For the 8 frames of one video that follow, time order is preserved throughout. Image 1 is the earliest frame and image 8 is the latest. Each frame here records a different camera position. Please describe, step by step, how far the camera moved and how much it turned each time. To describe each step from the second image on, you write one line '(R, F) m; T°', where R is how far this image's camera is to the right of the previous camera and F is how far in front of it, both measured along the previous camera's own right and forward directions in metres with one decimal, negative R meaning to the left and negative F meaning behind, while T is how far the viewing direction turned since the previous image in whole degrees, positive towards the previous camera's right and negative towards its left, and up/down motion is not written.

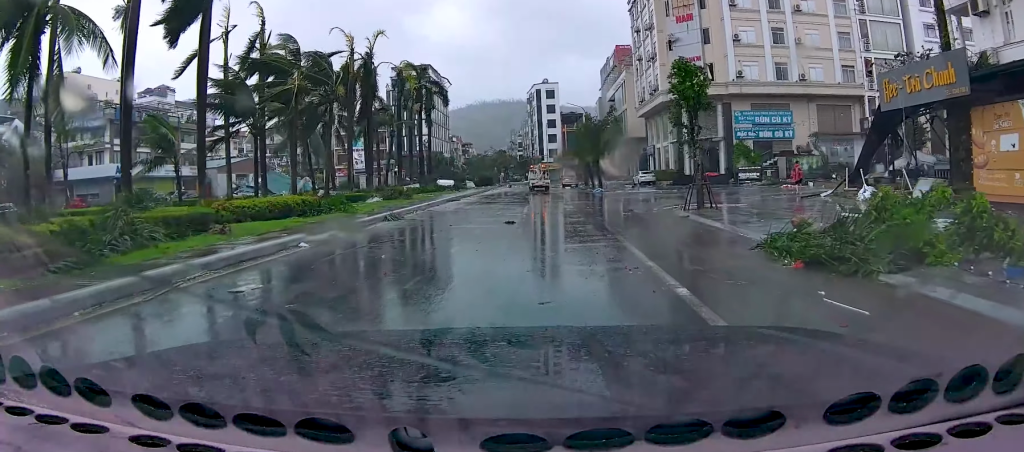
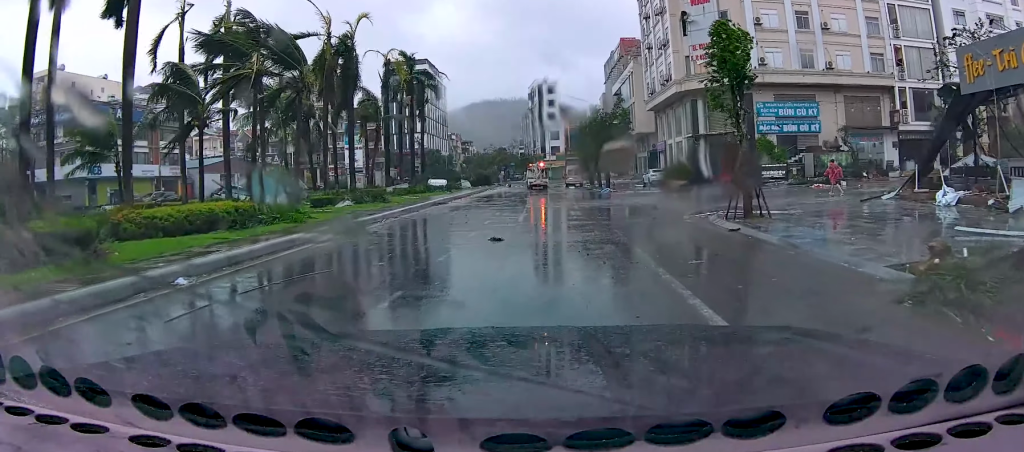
(-0.3, +5.1) m; +2°
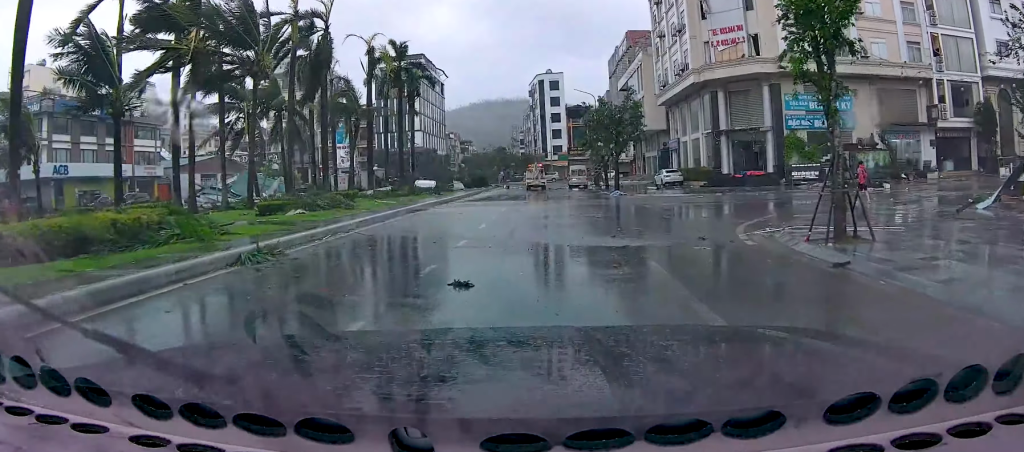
(+0.6, +6.1) m; +6°
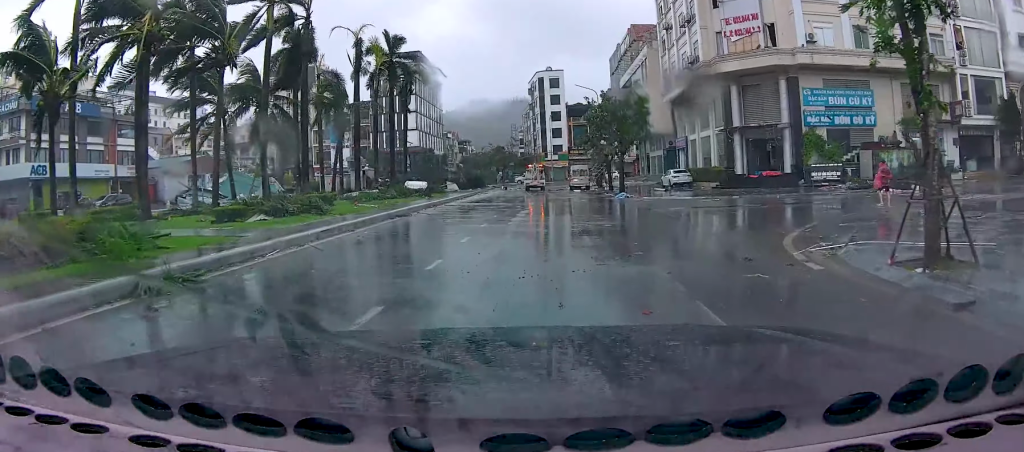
(-0.1, +3.5) m; +1°
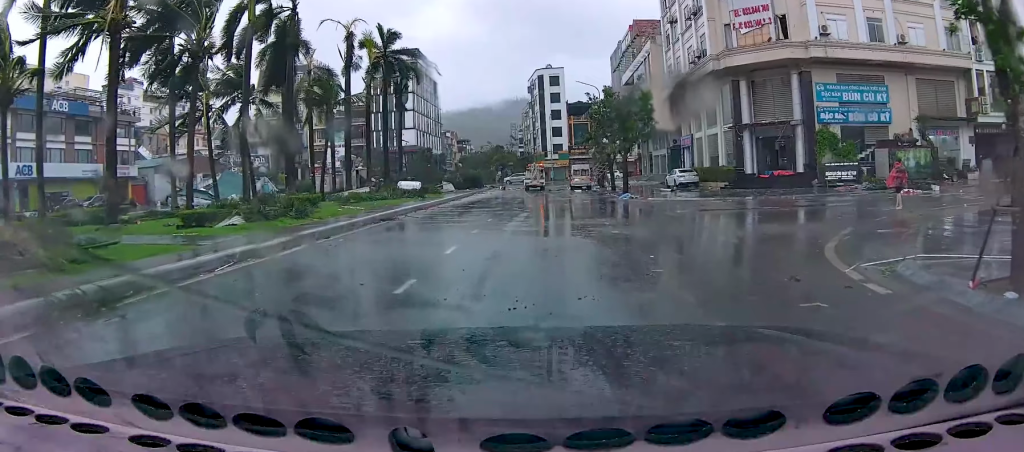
(0.0, +2.2) m; 0°
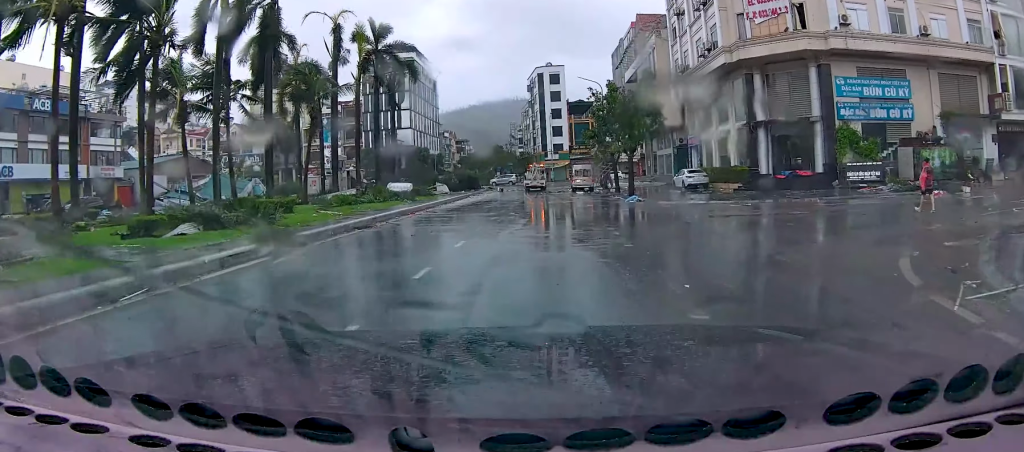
(+0.2, +3.0) m; -2°
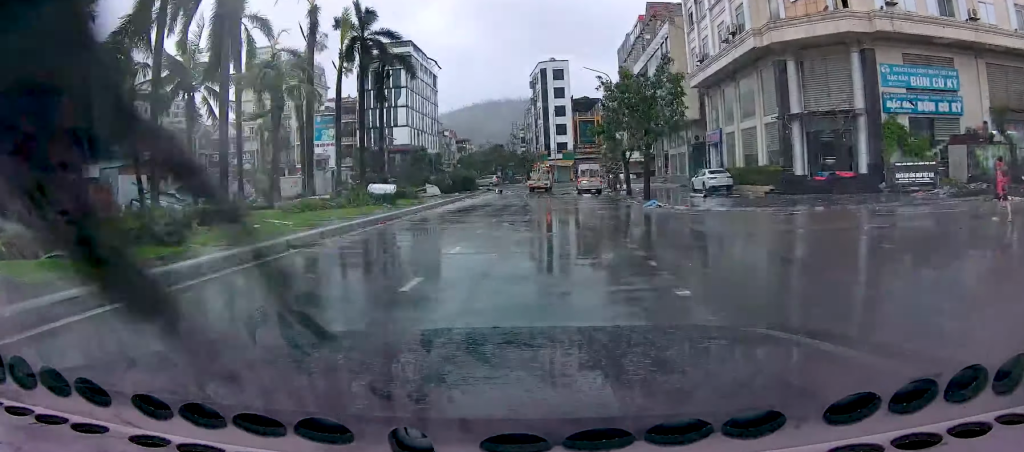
(-0.5, +5.0) m; -5°
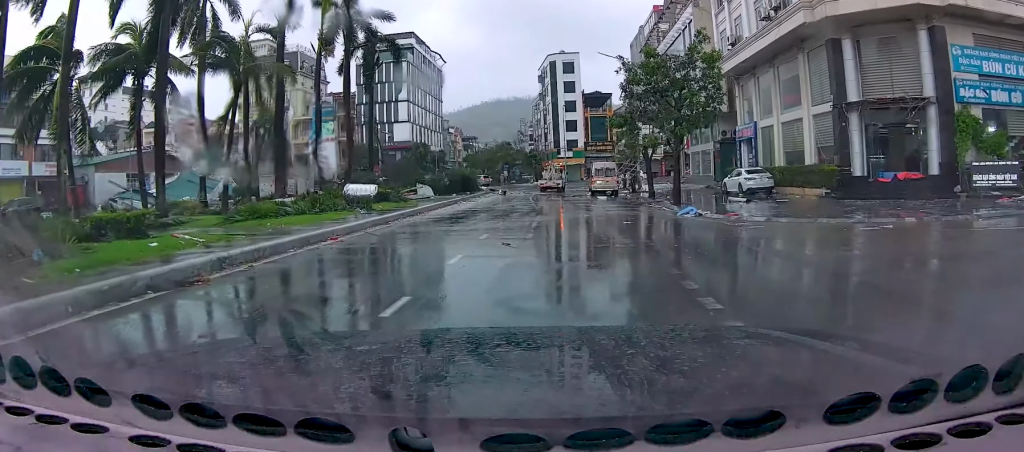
(0.0, +5.2) m; -3°
